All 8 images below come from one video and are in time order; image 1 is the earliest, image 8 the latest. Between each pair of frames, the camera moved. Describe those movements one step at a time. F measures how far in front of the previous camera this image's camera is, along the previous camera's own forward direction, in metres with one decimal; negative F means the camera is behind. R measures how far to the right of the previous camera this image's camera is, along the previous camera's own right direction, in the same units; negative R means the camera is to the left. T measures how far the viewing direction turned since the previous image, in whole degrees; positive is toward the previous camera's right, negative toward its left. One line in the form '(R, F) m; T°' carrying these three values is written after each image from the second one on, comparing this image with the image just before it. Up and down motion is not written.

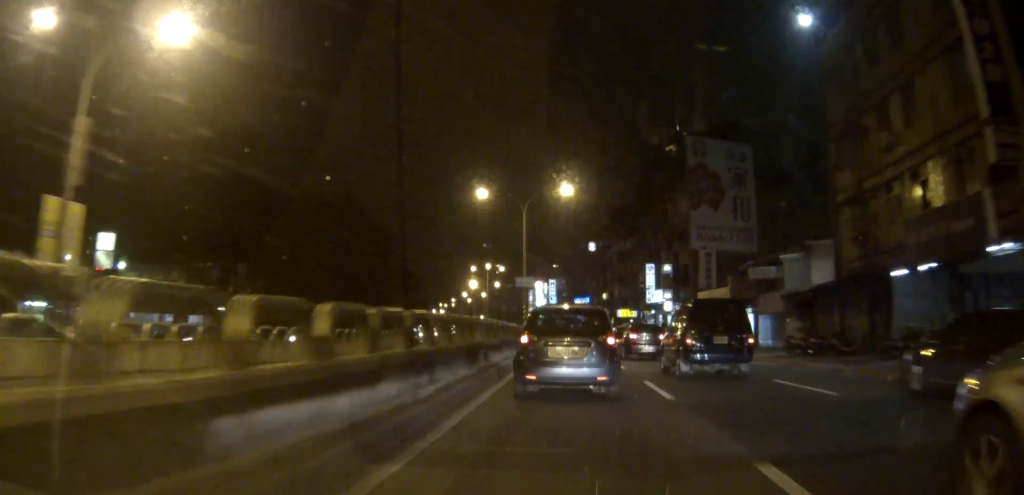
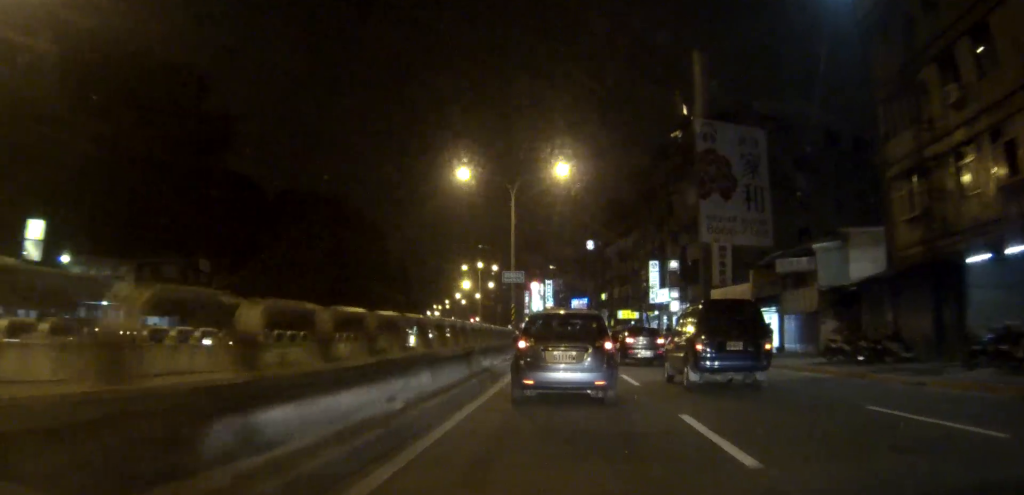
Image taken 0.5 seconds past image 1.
(0.0, +5.6) m; -1°
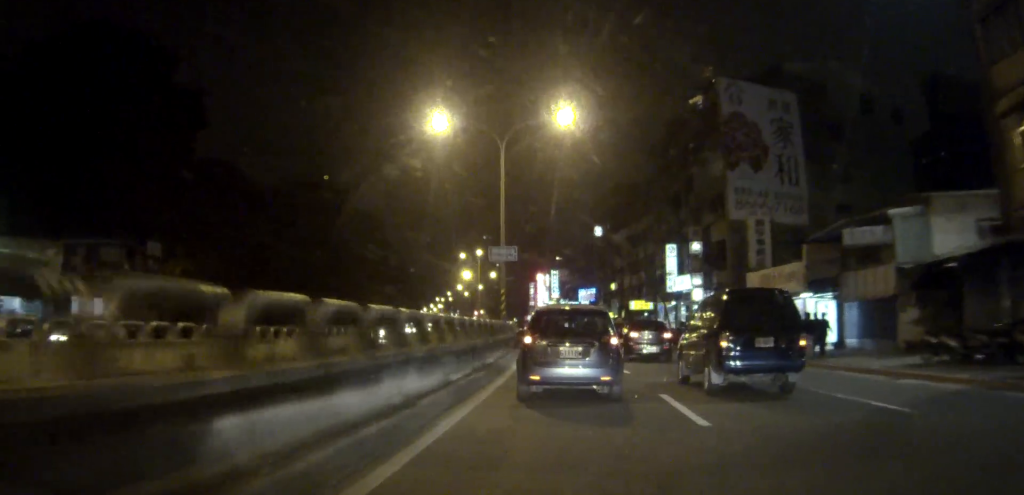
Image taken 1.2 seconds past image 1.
(-0.1, +7.6) m; -1°
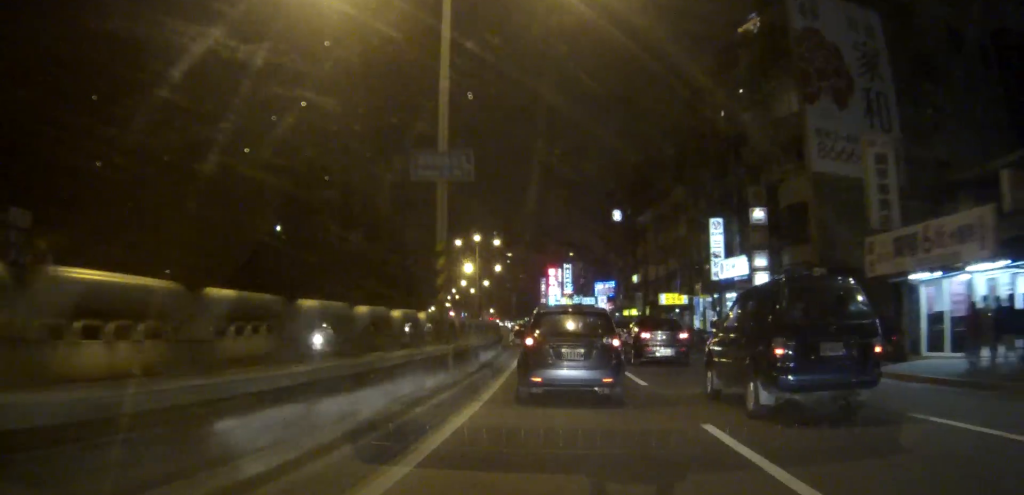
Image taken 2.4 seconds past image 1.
(-0.2, +14.0) m; -2°
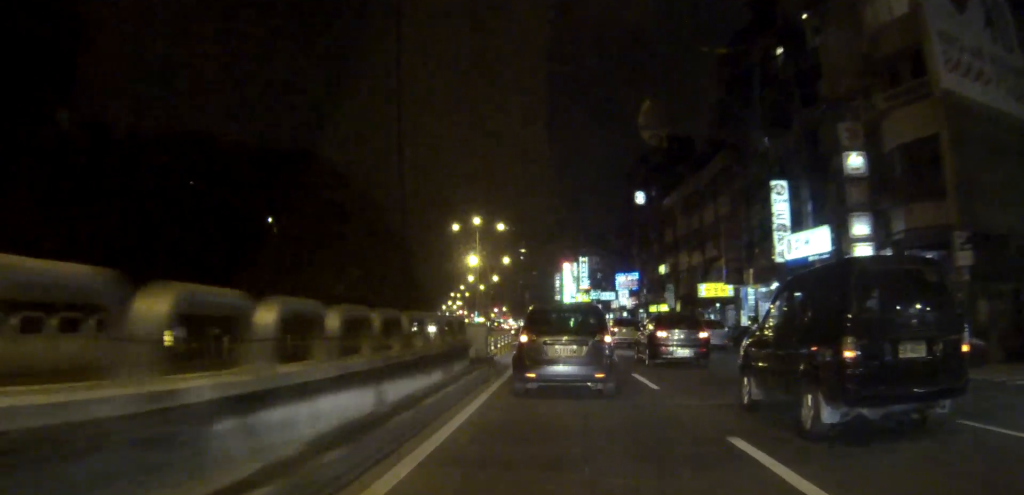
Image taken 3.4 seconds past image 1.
(-0.2, +11.8) m; -1°
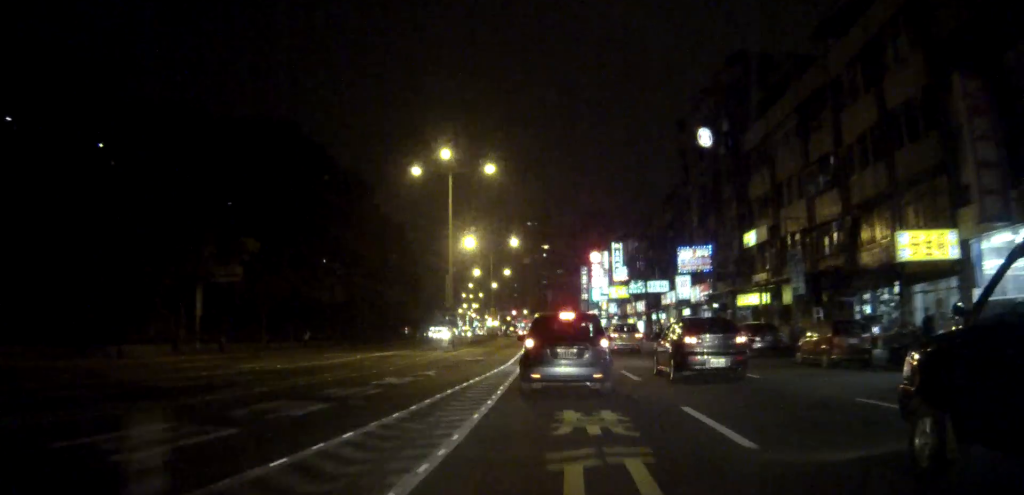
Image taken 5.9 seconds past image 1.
(-0.3, +27.5) m; -2°
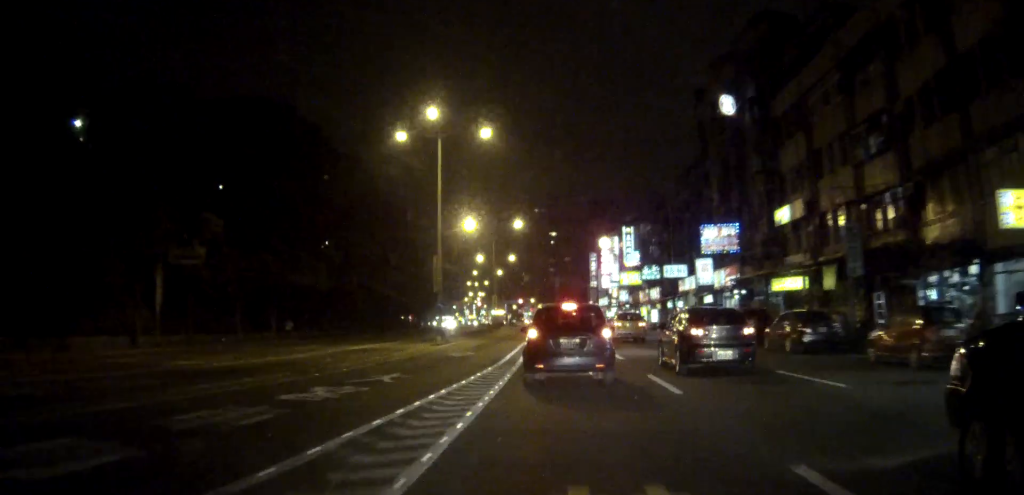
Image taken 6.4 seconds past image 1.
(0.0, +5.8) m; 0°
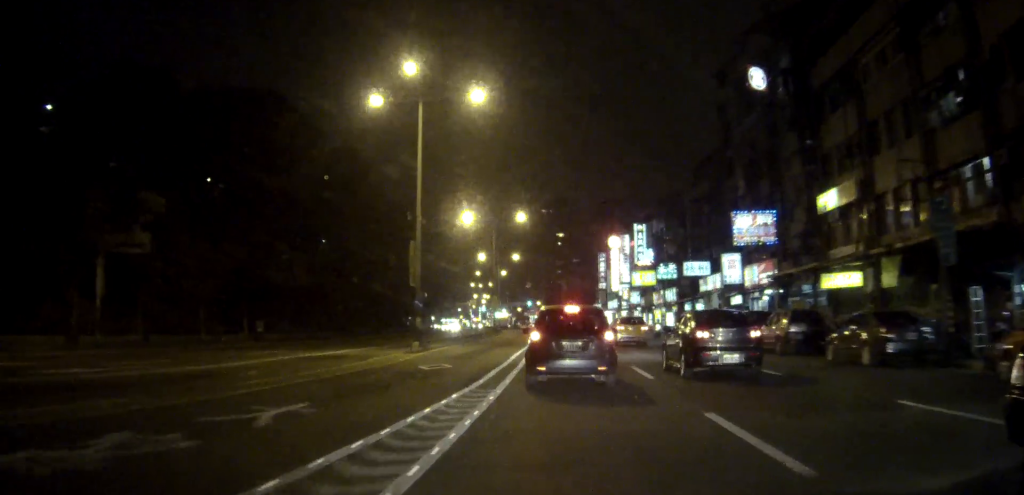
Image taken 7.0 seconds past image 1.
(-0.1, +6.4) m; -1°
